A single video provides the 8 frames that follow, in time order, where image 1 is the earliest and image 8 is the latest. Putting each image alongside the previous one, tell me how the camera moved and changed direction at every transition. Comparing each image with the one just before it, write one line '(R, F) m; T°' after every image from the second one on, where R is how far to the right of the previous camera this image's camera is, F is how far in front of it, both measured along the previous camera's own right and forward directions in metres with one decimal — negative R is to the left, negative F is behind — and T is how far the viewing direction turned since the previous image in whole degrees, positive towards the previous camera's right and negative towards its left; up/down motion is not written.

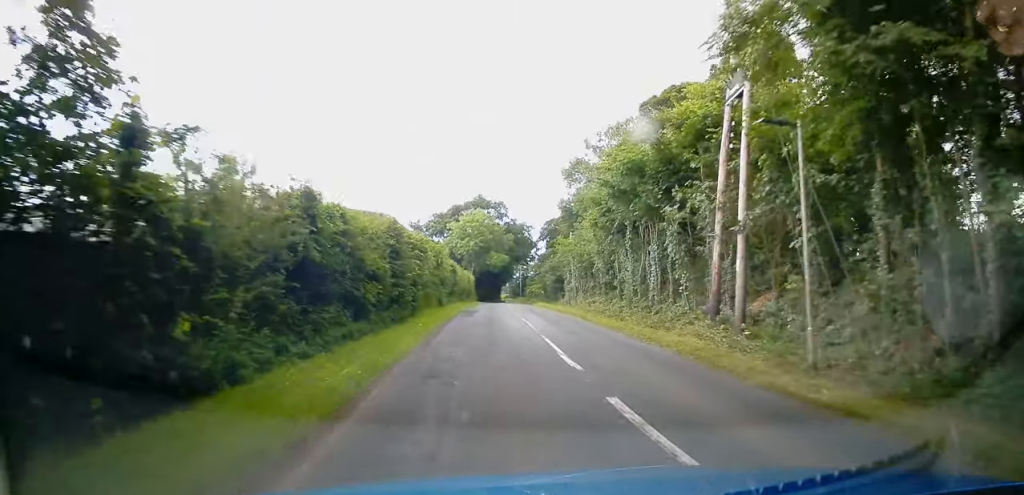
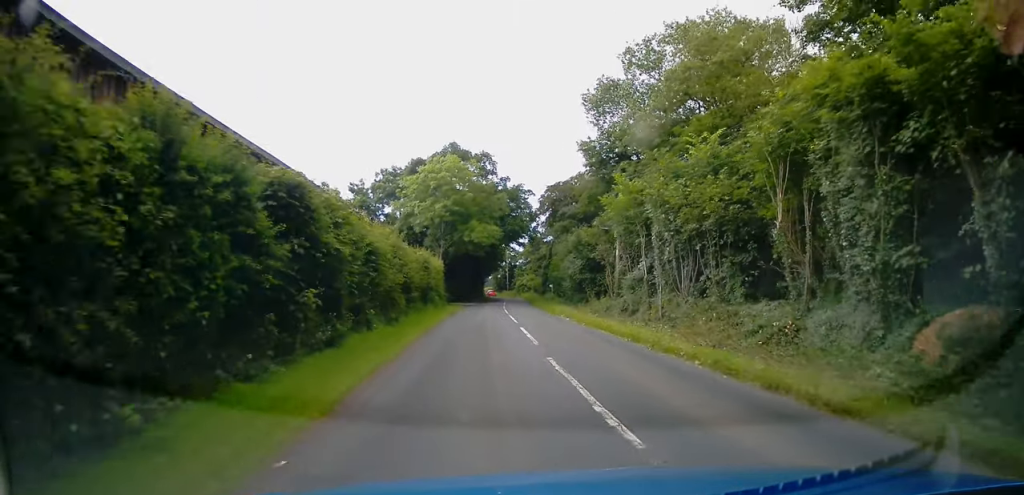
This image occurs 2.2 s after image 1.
(+0.8, +31.1) m; +2°
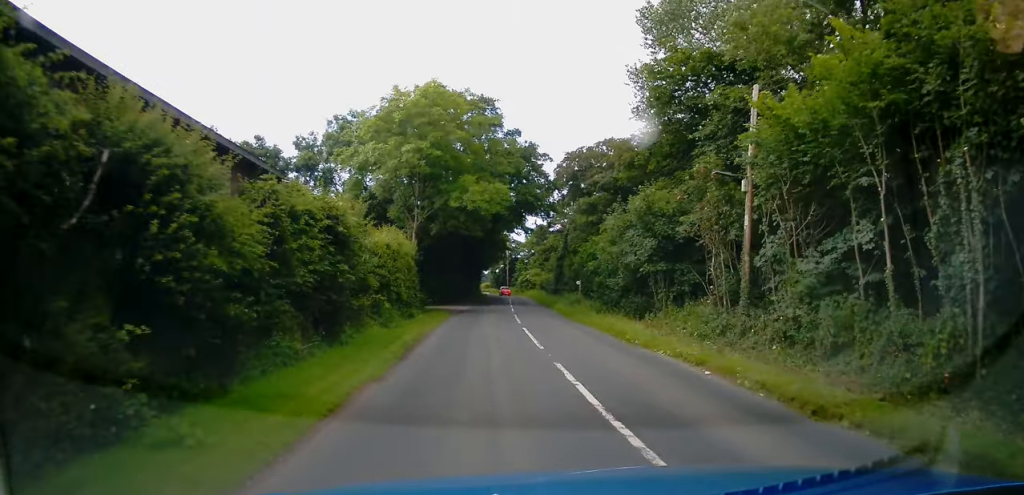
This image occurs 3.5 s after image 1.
(0.0, +18.3) m; 0°
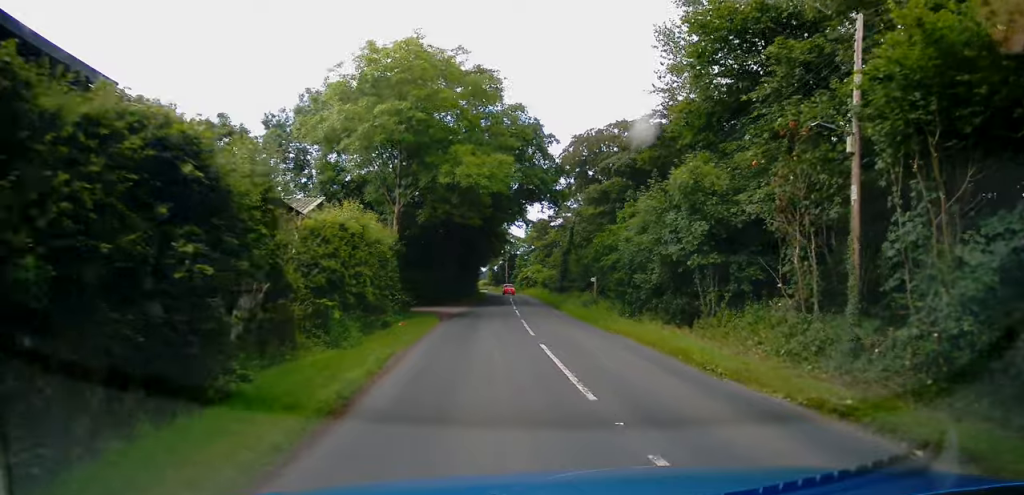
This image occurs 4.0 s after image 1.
(0.0, +6.3) m; 0°
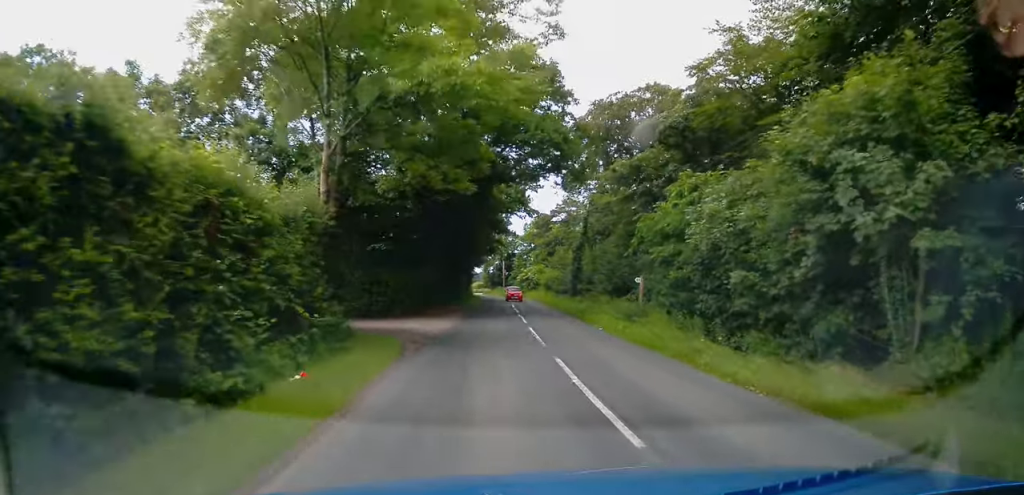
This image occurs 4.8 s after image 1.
(0.0, +11.1) m; 0°
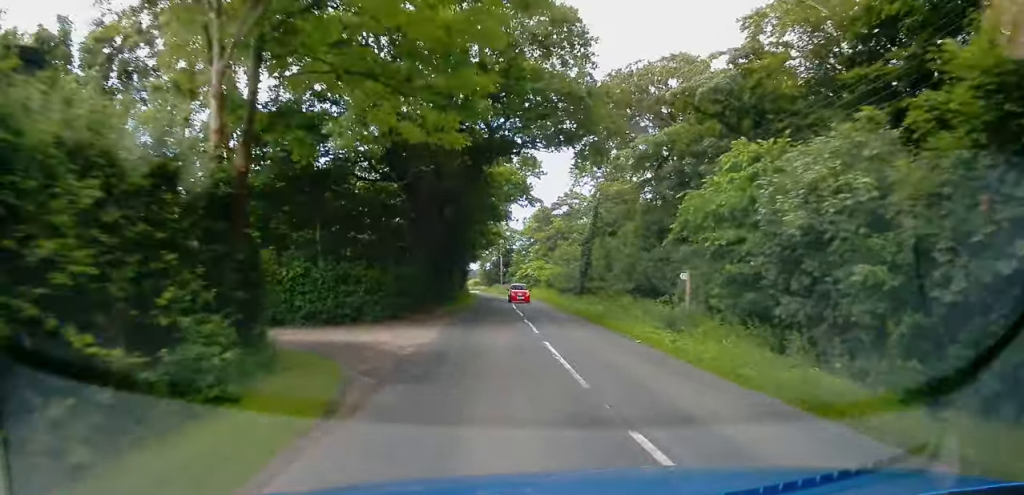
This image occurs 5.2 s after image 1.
(0.0, +6.0) m; +1°
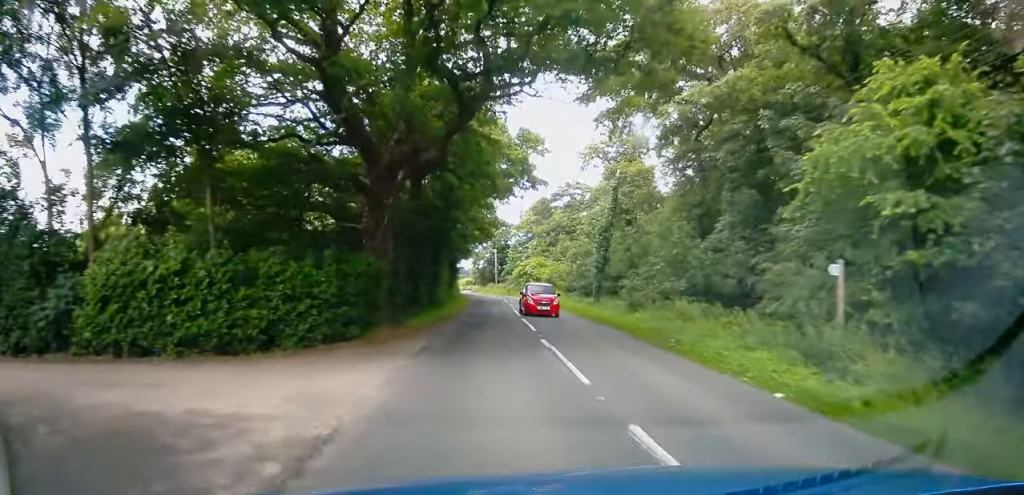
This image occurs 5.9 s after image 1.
(0.0, +8.7) m; +1°
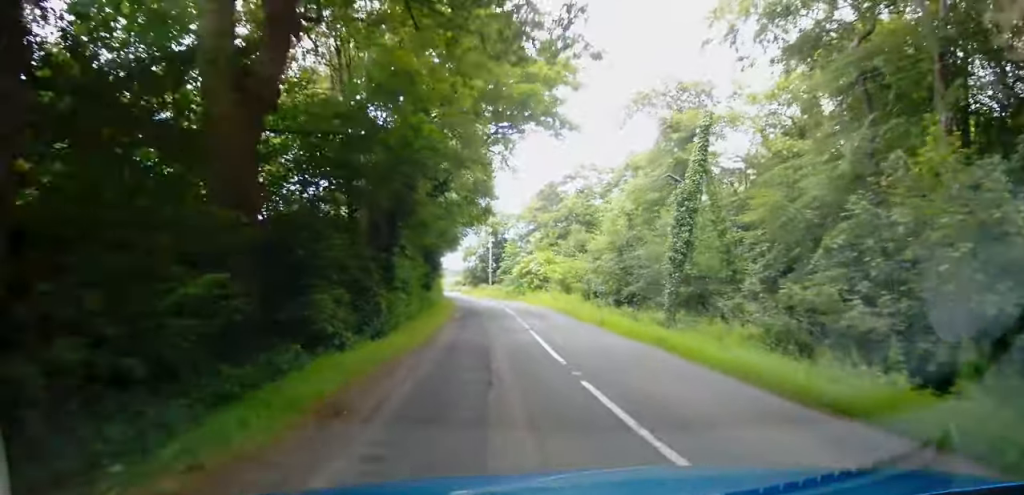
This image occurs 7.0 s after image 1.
(+0.3, +15.2) m; +1°
